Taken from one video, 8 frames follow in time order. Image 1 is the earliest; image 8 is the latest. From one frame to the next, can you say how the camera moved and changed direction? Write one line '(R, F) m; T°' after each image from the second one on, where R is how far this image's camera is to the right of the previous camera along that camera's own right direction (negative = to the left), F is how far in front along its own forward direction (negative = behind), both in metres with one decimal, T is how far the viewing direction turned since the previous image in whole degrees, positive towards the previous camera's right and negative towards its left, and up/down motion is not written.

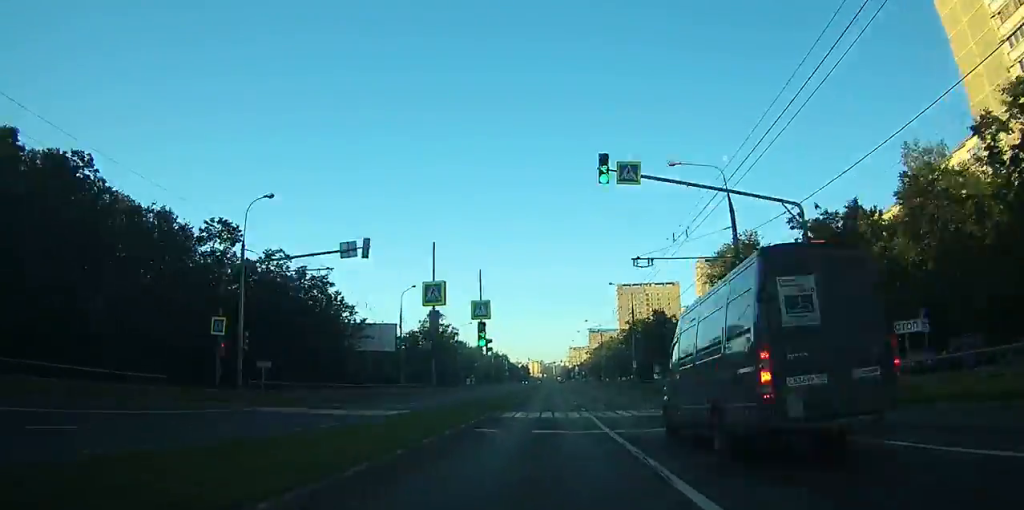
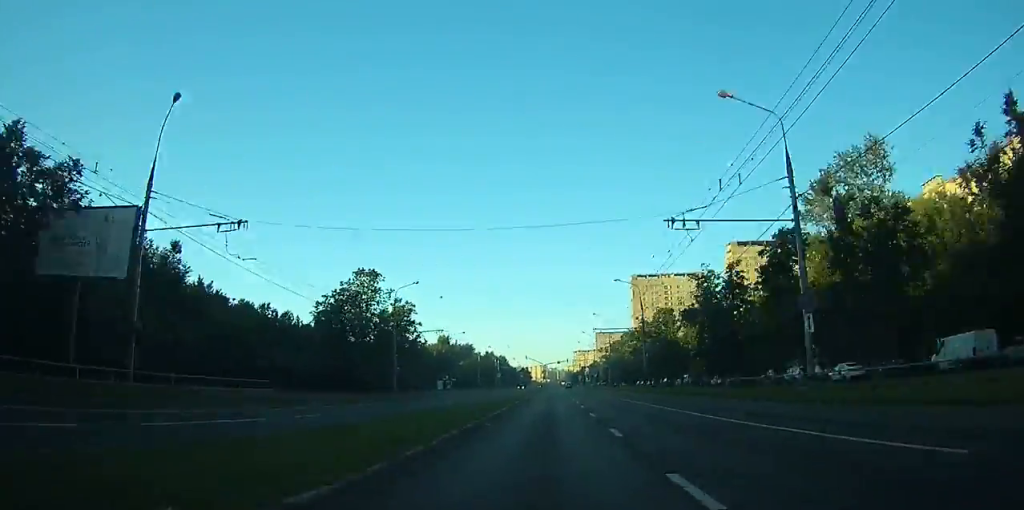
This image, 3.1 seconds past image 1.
(+0.2, +44.6) m; 0°
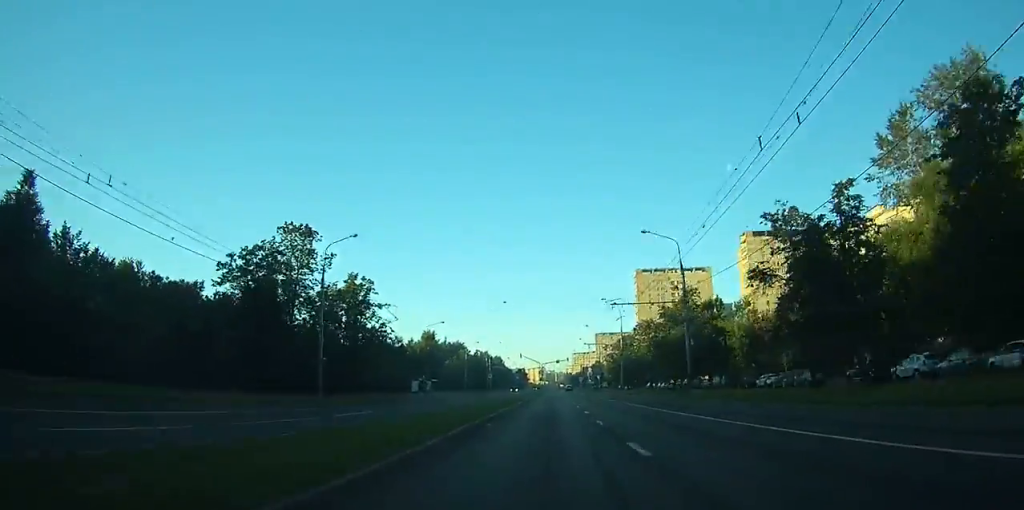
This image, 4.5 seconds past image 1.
(0.0, +19.5) m; 0°
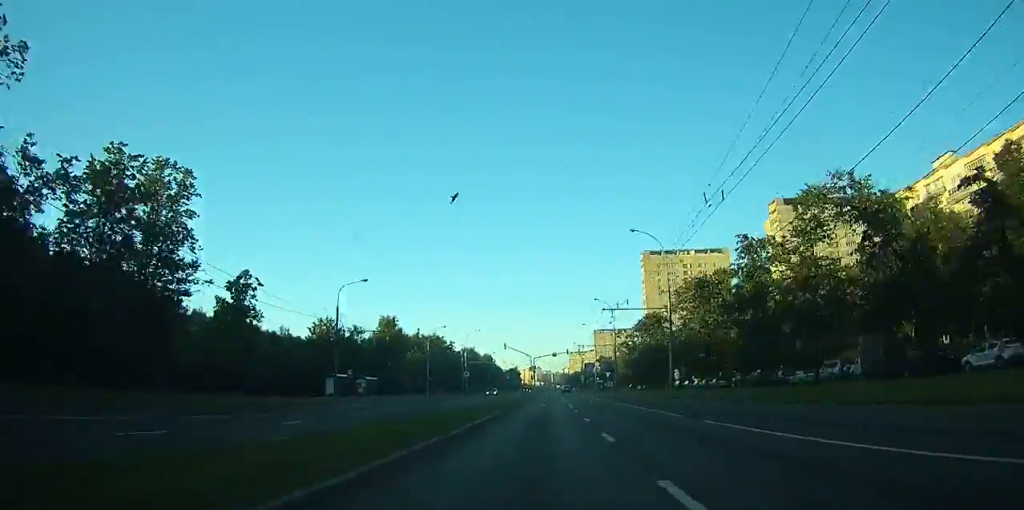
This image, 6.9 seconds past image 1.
(0.0, +35.4) m; 0°
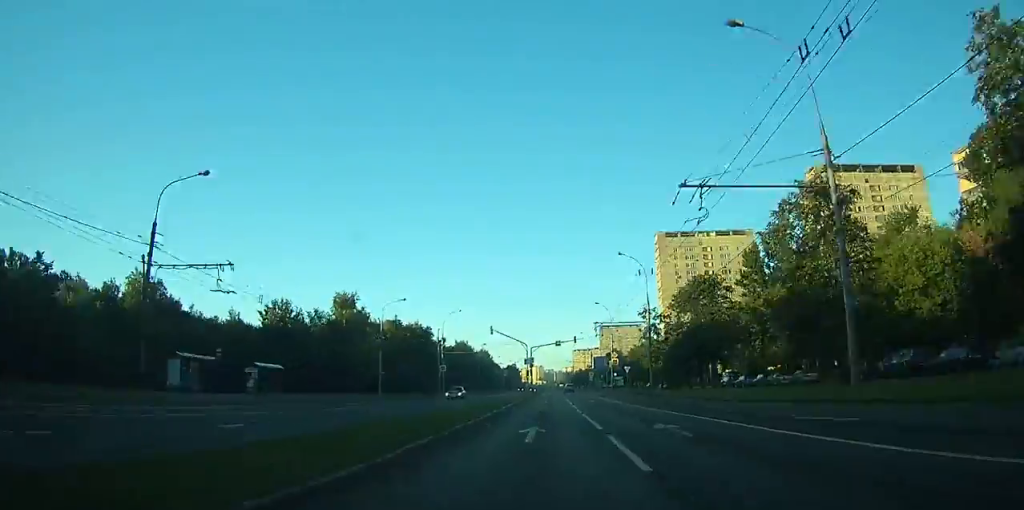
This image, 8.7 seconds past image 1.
(0.0, +26.7) m; 0°
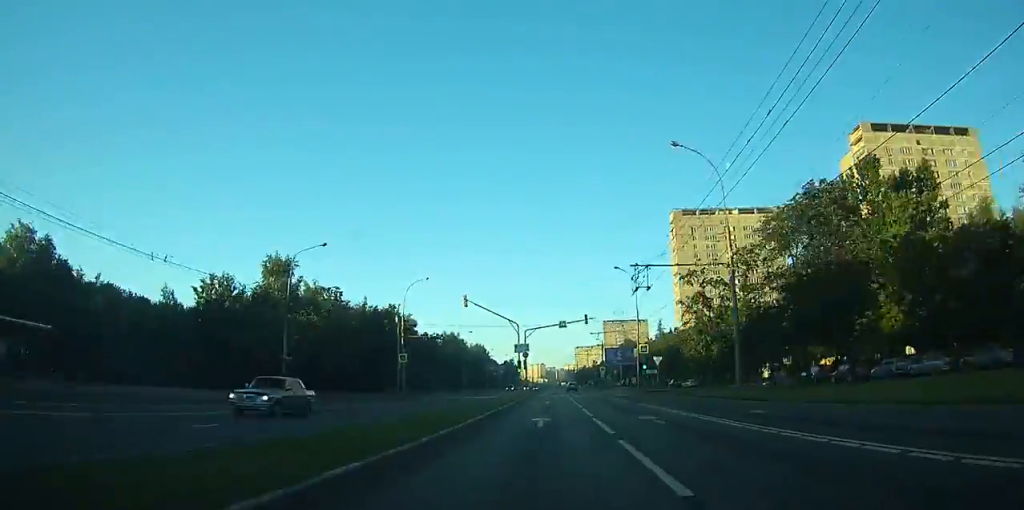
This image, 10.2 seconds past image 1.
(-0.1, +24.3) m; 0°
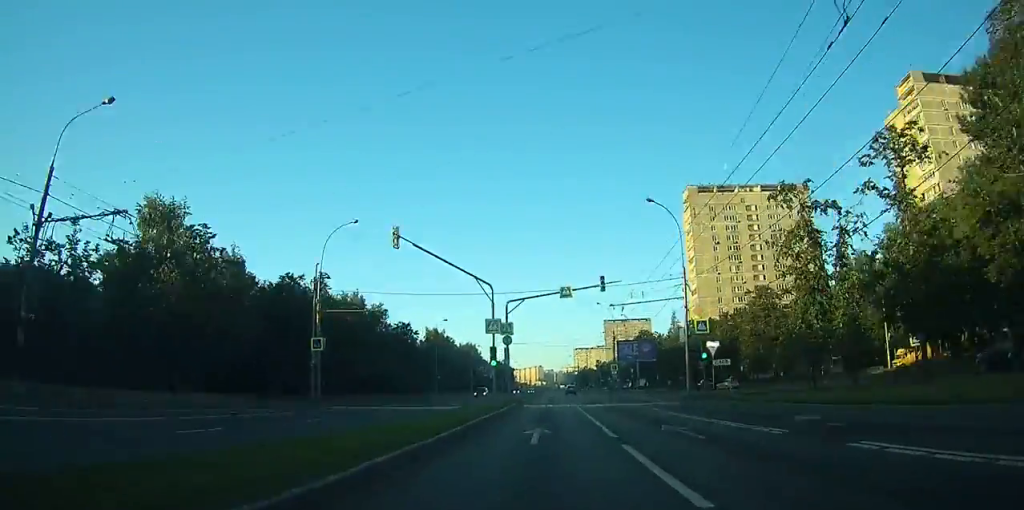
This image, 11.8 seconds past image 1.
(0.0, +24.9) m; 0°
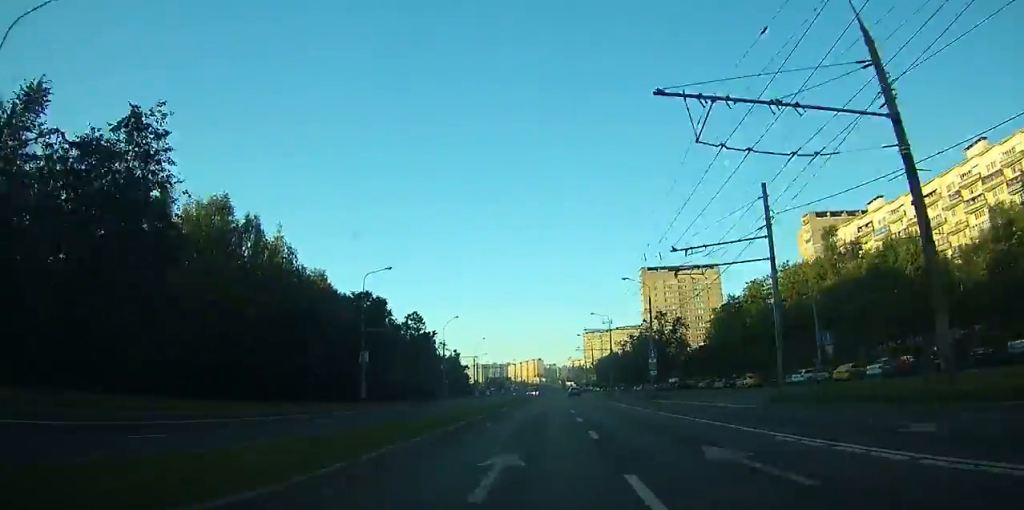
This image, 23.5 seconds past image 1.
(-0.3, +198.8) m; 0°
